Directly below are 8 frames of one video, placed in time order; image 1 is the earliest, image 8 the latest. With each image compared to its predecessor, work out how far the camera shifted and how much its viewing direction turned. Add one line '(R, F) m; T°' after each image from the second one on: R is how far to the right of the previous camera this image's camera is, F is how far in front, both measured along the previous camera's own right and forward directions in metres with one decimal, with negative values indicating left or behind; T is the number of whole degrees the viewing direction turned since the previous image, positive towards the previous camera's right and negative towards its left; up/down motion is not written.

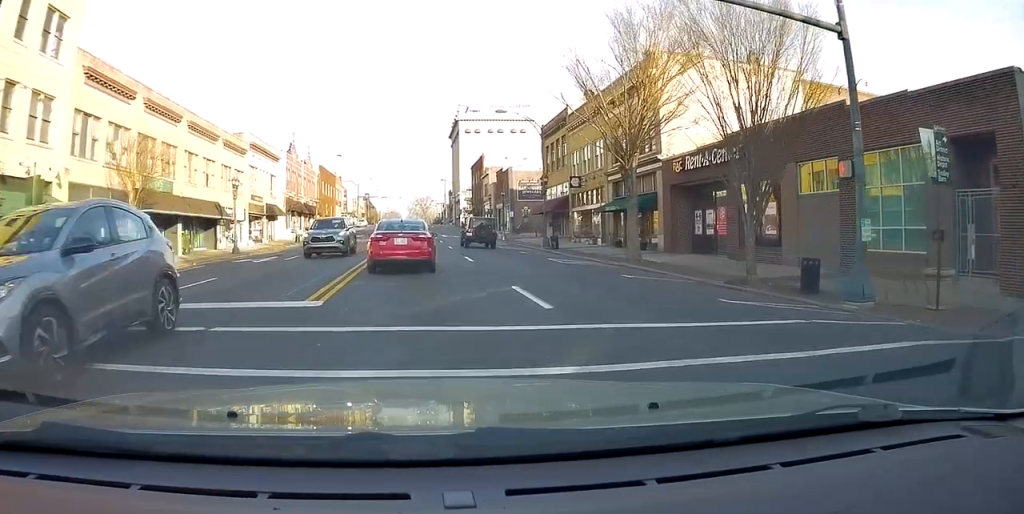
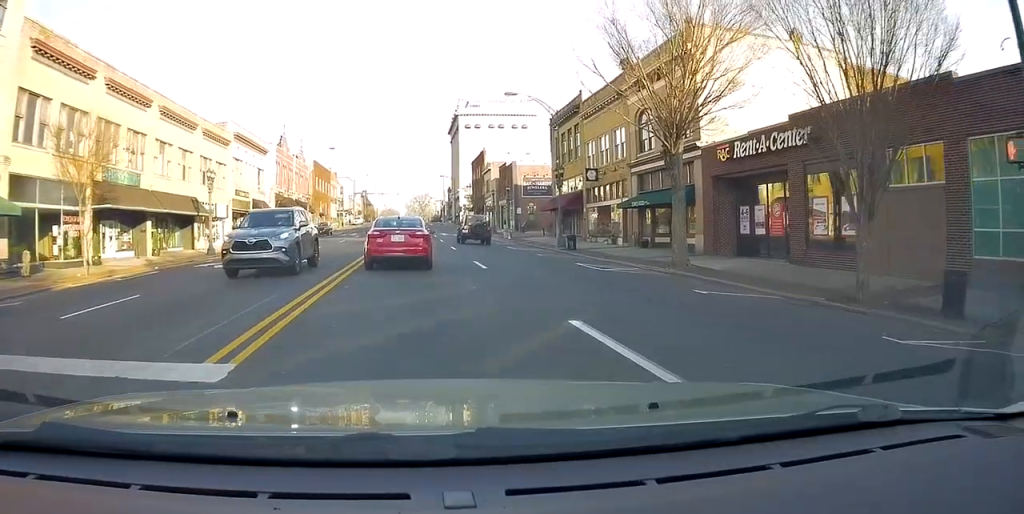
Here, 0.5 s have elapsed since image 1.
(-0.5, +4.9) m; 0°
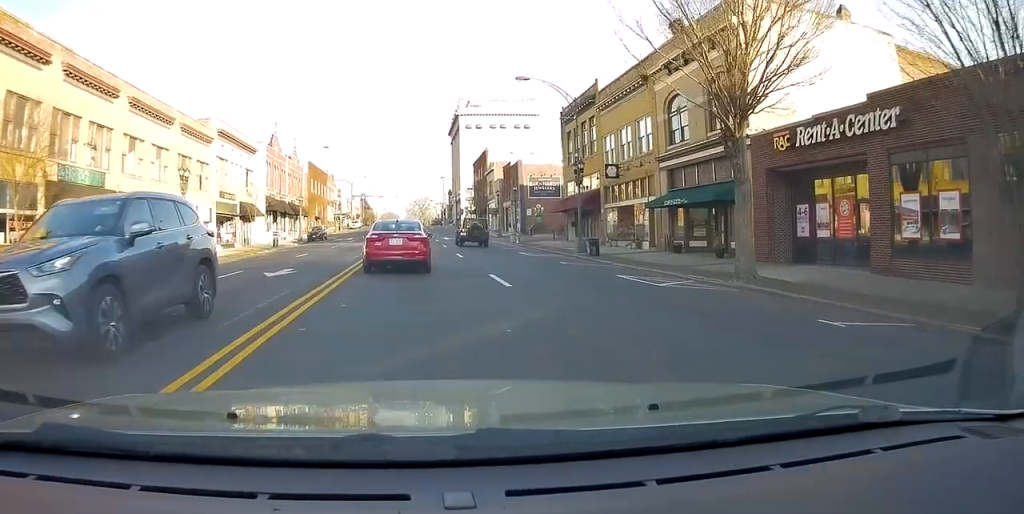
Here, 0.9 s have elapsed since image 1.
(-0.4, +4.4) m; 0°
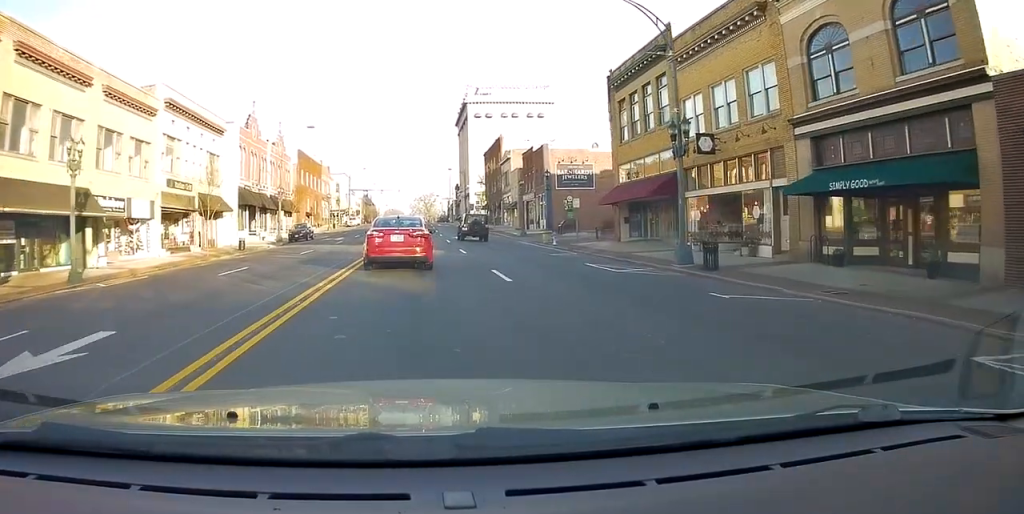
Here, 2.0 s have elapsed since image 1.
(+1.0, +12.0) m; +3°
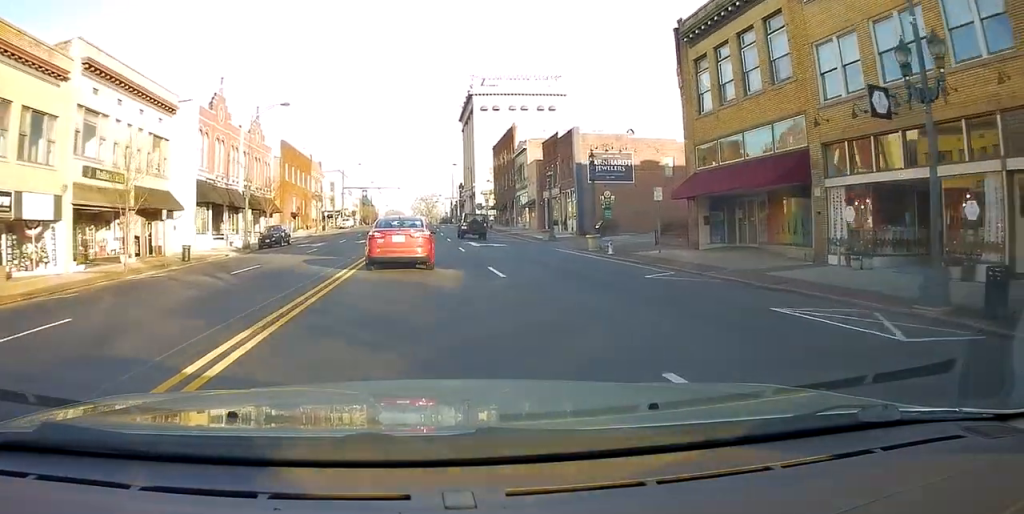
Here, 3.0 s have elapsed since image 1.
(-0.3, +11.1) m; -1°
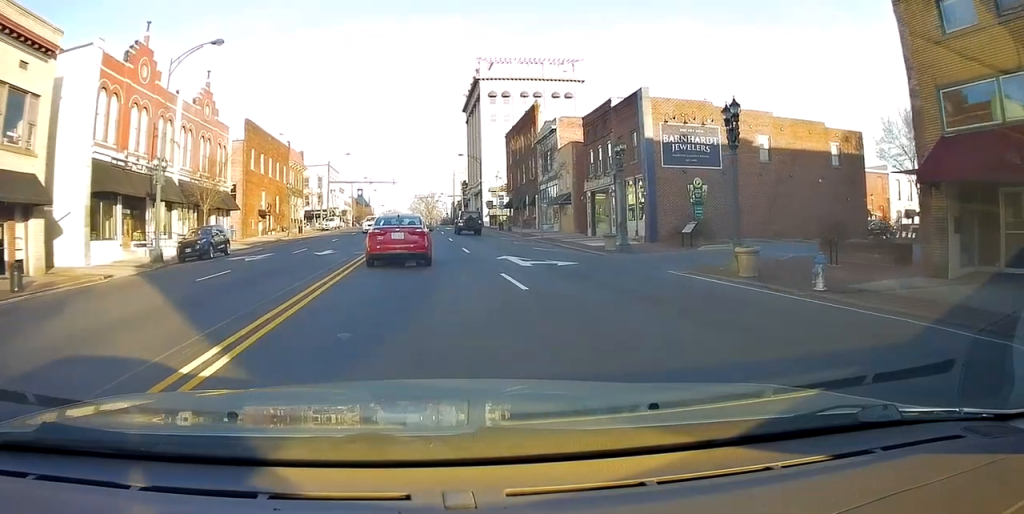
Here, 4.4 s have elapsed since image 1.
(+0.6, +15.6) m; +2°
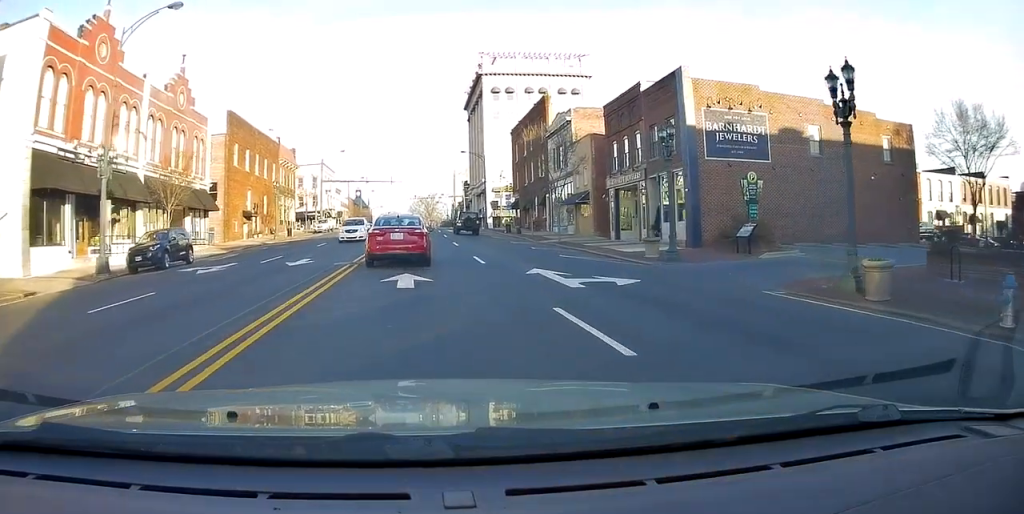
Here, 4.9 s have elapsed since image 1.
(+0.3, +5.6) m; -1°
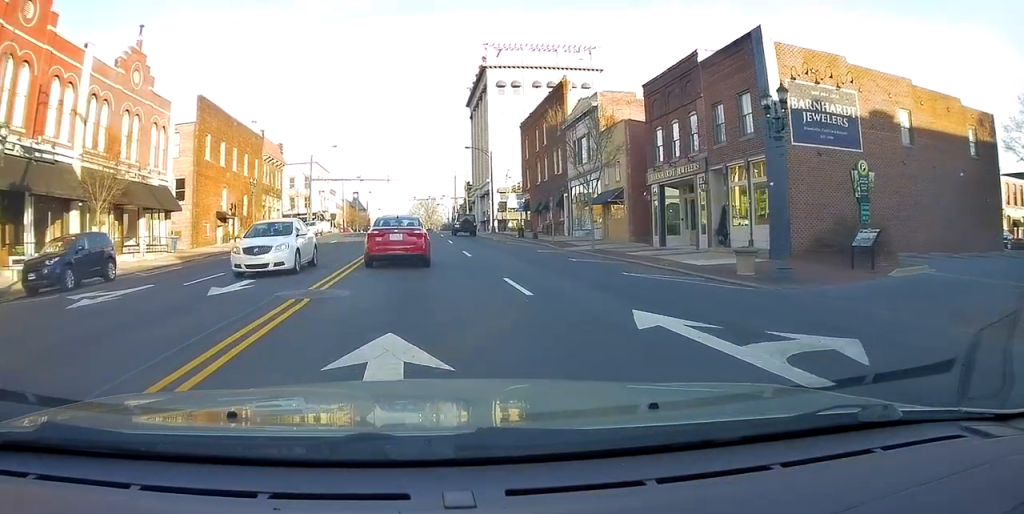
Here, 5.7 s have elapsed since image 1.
(-0.7, +7.3) m; -3°
